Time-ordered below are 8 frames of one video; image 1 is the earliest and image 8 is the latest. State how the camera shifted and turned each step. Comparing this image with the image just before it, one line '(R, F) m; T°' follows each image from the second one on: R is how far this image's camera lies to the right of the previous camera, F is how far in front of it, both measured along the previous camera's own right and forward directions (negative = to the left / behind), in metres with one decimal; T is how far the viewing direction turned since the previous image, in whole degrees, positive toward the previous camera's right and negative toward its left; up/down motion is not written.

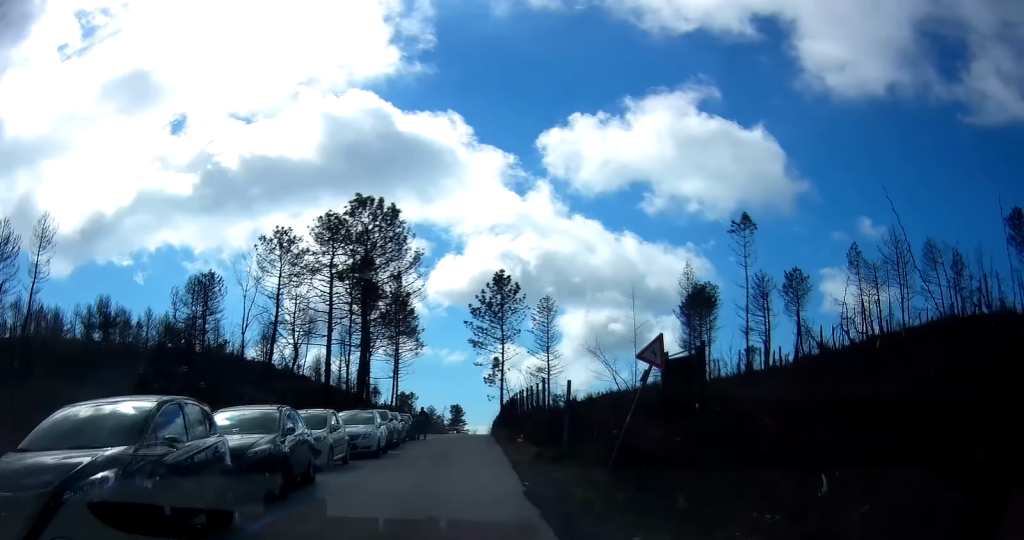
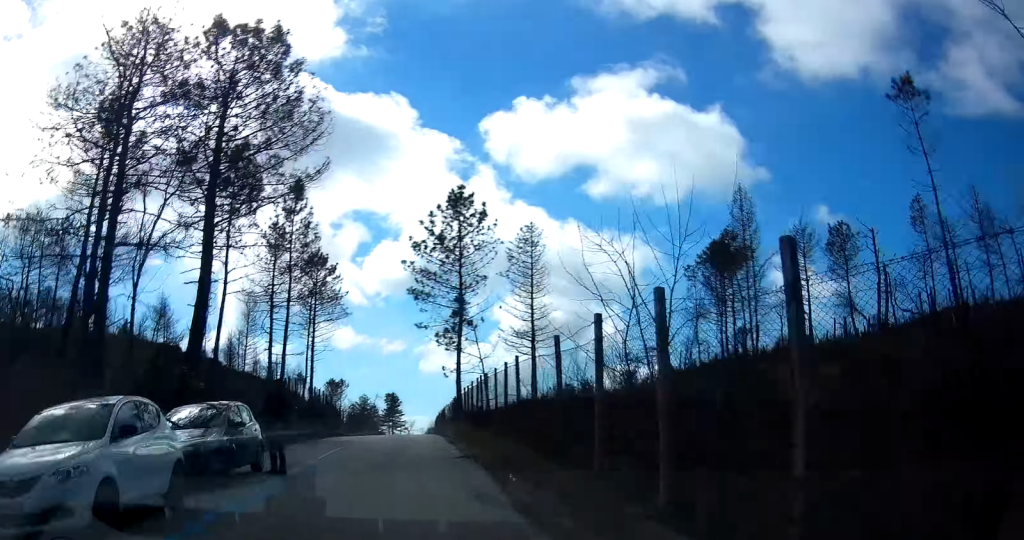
(+1.3, +23.4) m; +4°
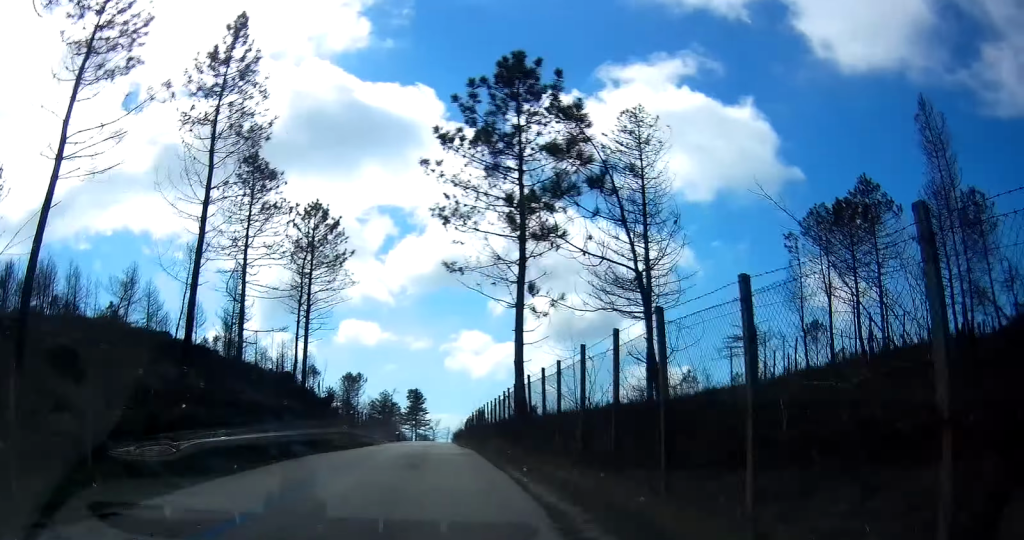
(+0.6, +20.9) m; +1°
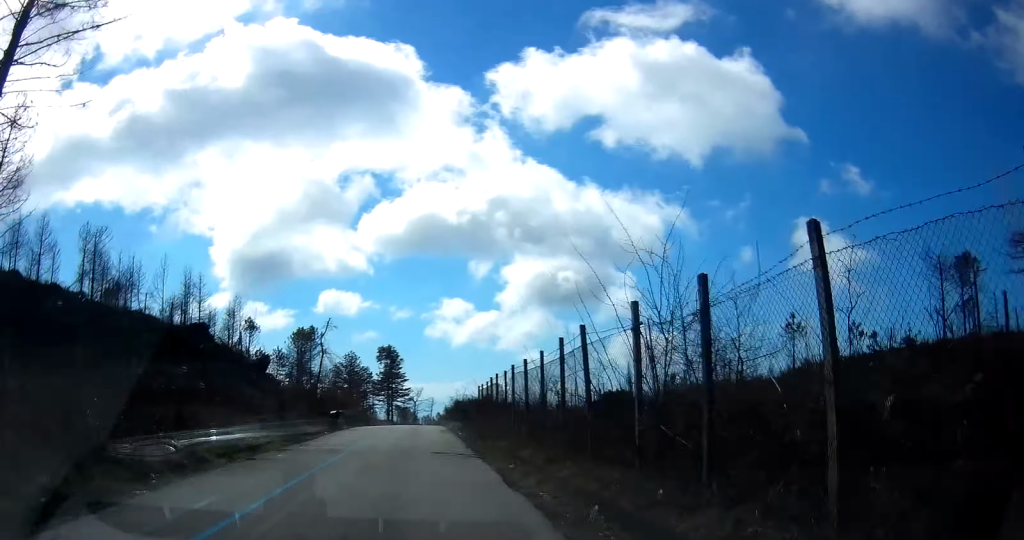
(-0.4, +50.6) m; -1°
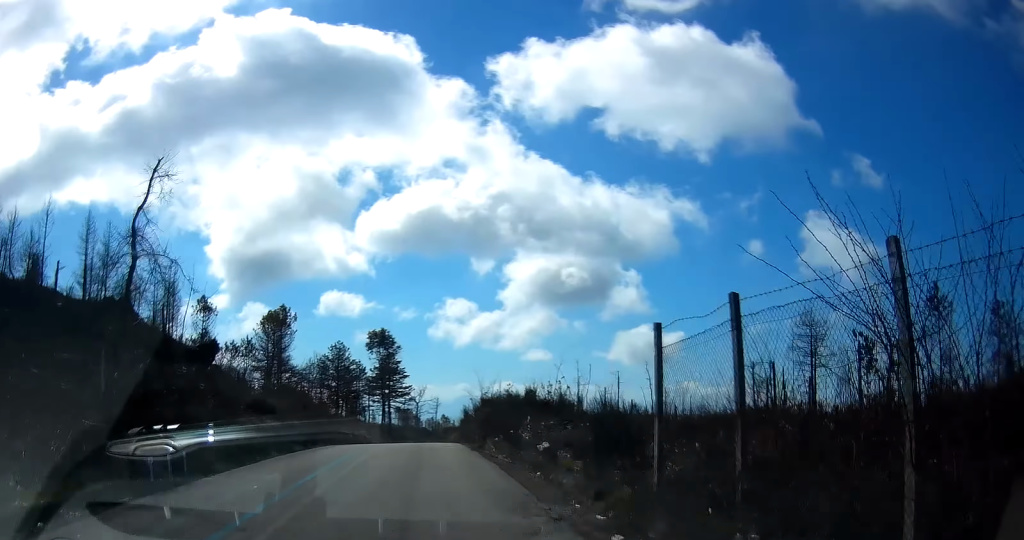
(-0.3, +28.4) m; 0°
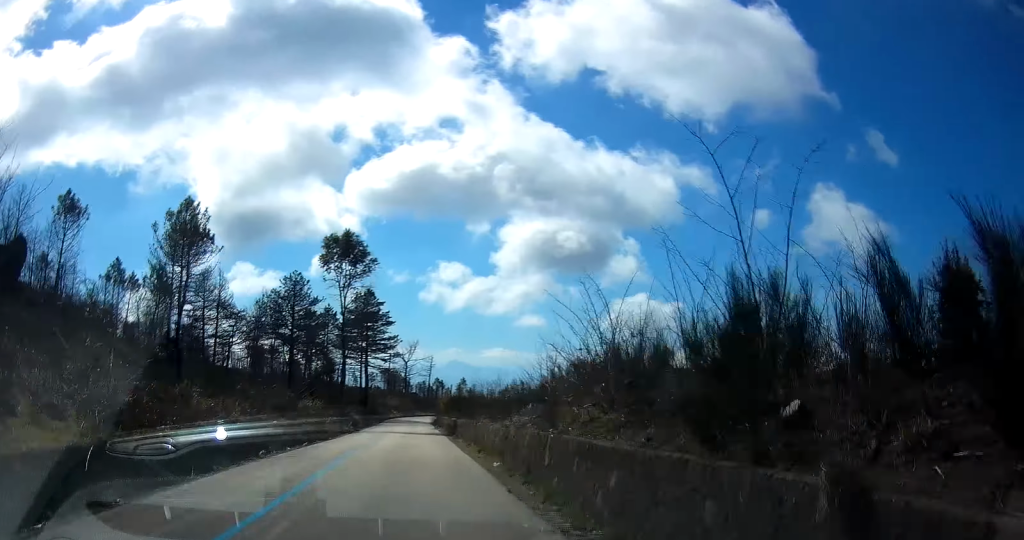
(+0.3, +39.0) m; 0°
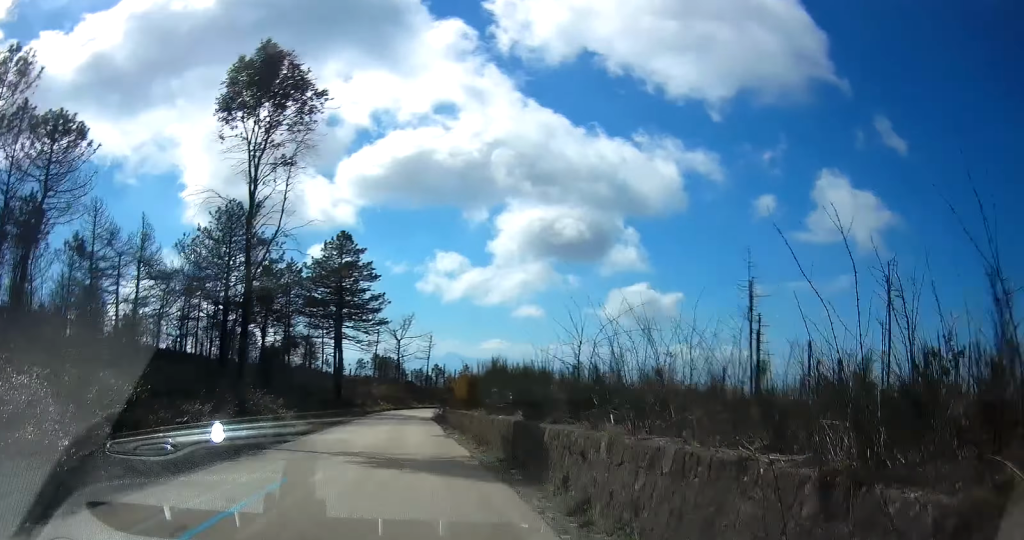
(0.0, +27.5) m; +1°
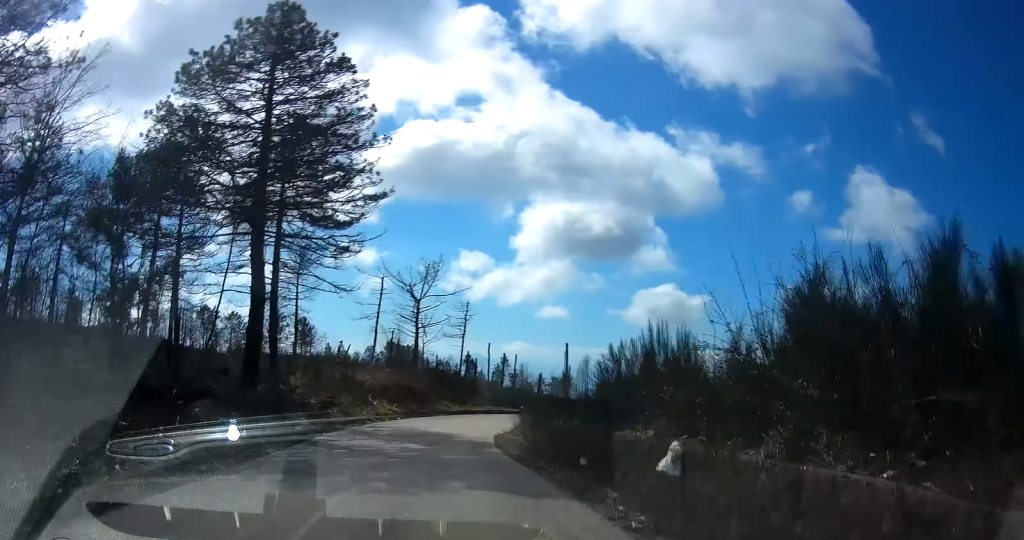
(+0.4, +42.4) m; +8°
